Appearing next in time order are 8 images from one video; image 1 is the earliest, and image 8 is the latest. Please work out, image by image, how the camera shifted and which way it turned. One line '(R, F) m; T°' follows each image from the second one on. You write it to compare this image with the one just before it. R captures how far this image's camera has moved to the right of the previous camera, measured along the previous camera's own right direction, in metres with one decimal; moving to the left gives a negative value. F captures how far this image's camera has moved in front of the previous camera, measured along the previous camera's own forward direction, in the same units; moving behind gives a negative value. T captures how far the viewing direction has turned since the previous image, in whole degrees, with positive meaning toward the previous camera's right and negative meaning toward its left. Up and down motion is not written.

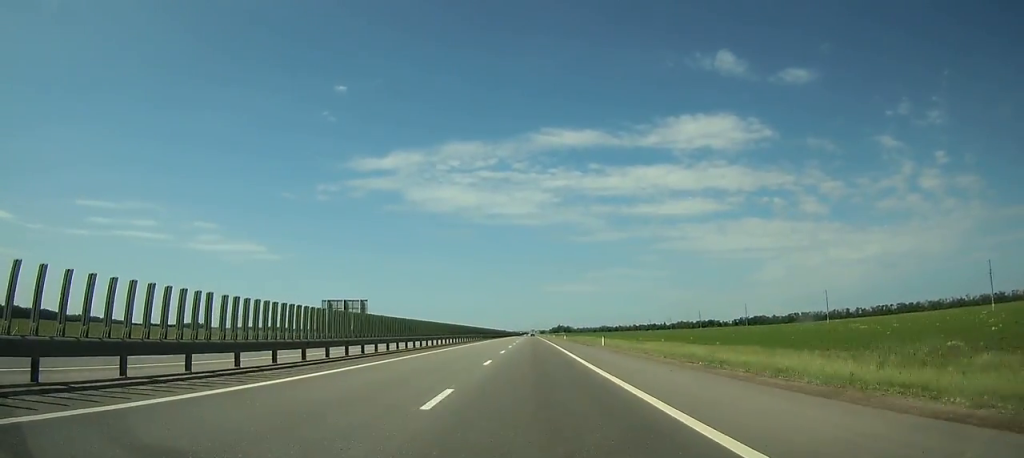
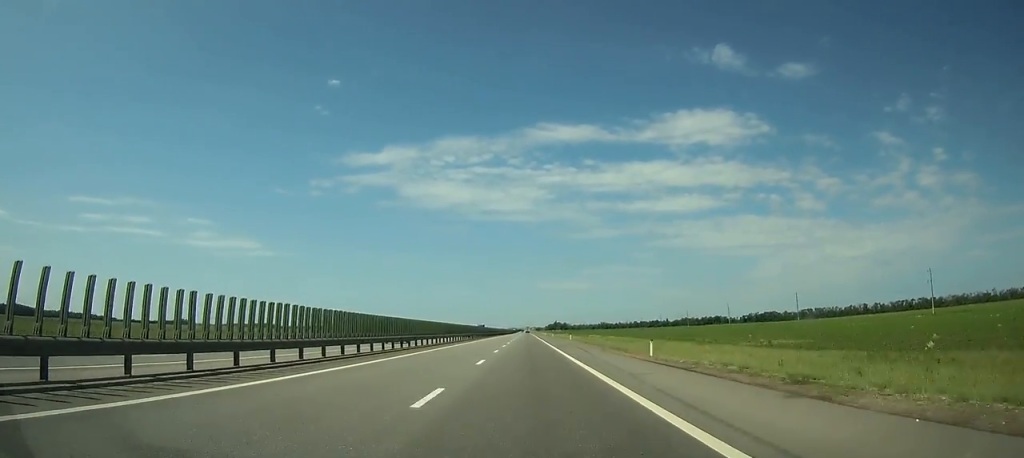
(0.0, +70.4) m; 0°
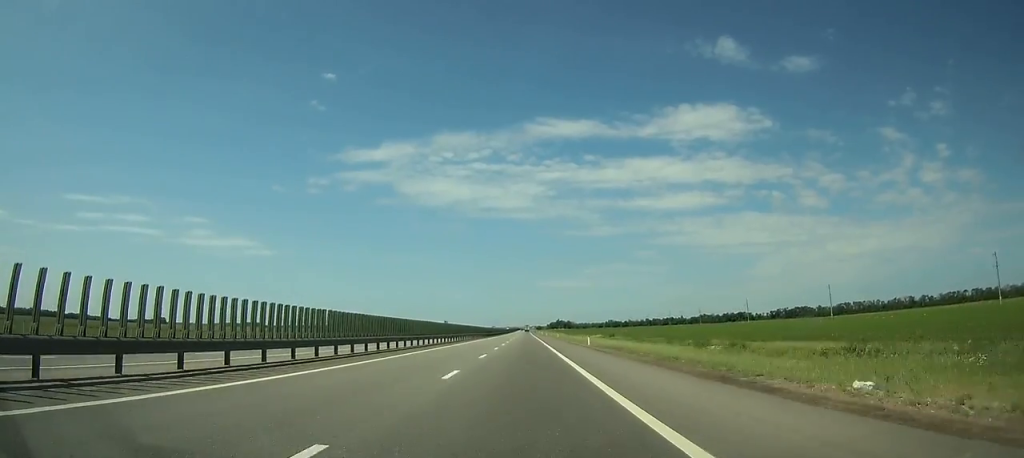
(+0.4, +129.8) m; 0°
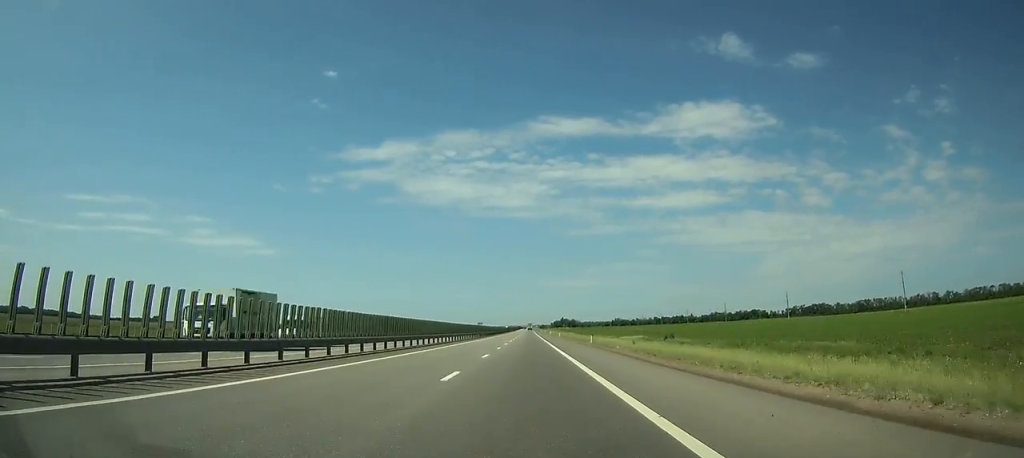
(+0.1, +48.7) m; 0°
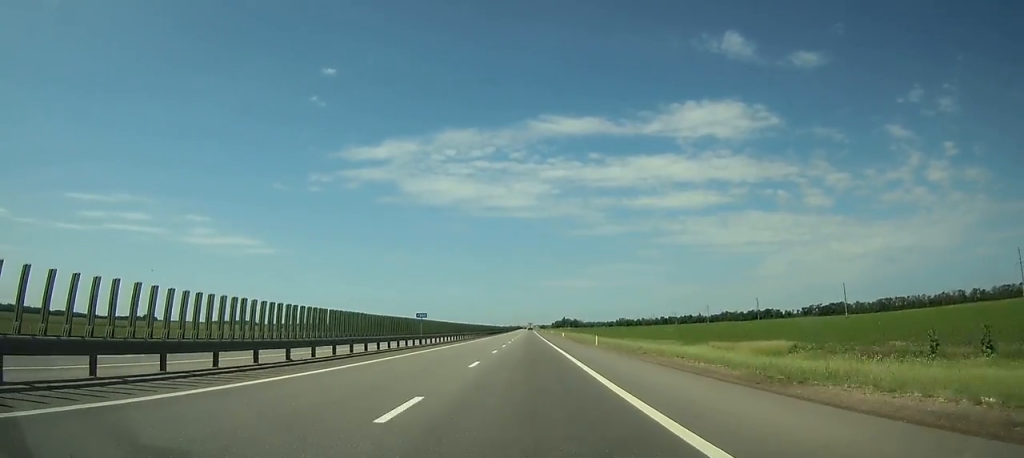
(-0.2, +54.2) m; 0°
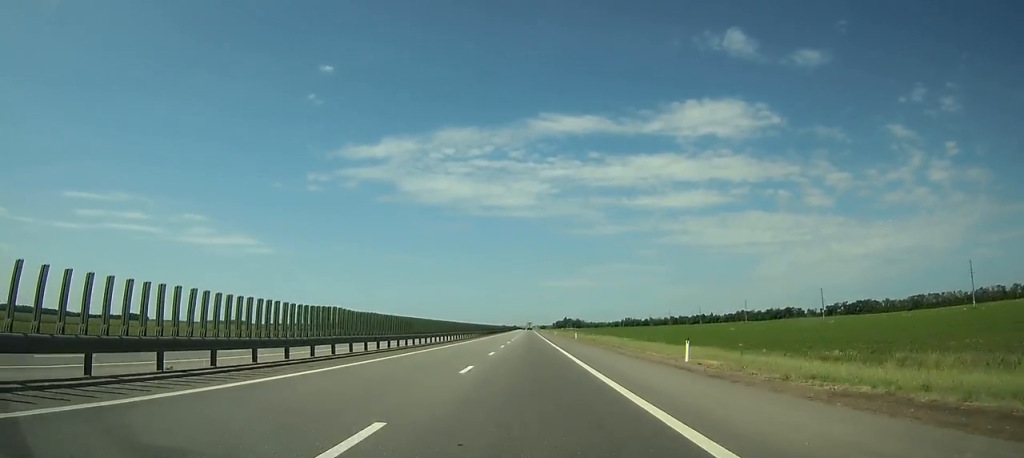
(0.0, +74.3) m; 0°
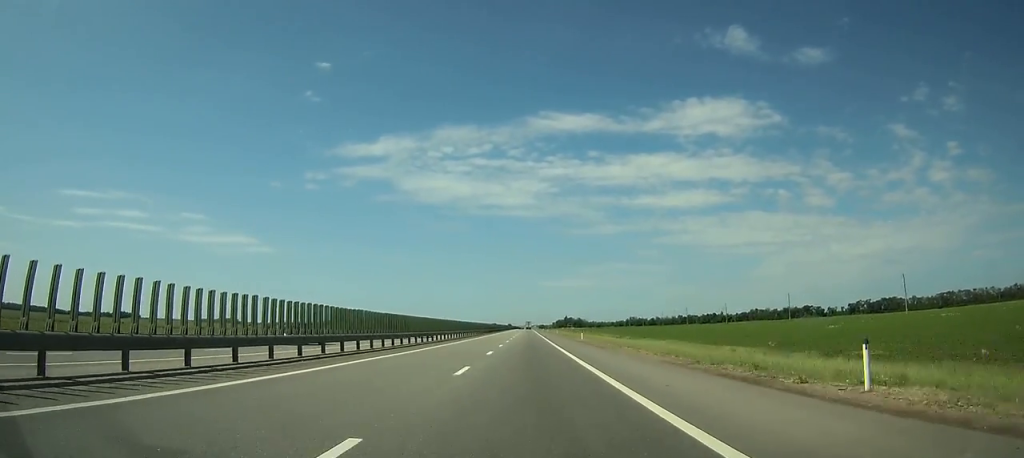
(0.0, +58.7) m; 0°
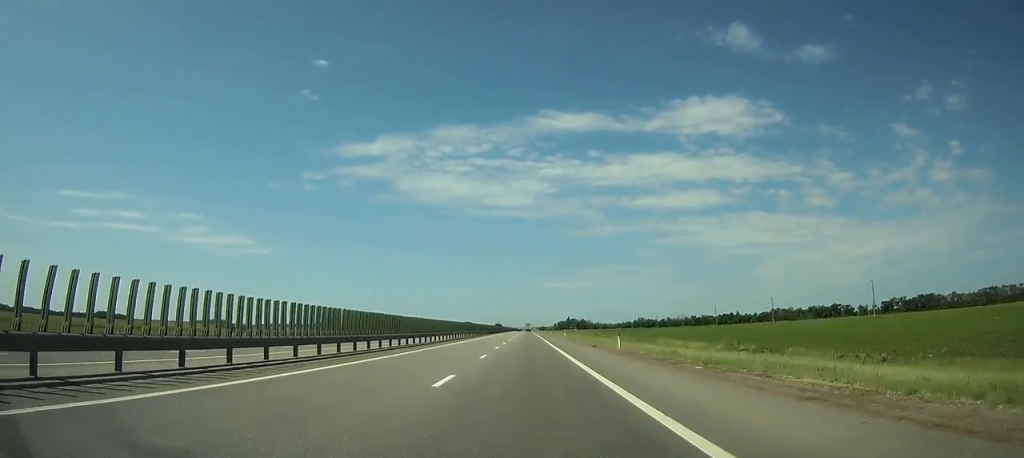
(+0.1, +73.0) m; 0°
